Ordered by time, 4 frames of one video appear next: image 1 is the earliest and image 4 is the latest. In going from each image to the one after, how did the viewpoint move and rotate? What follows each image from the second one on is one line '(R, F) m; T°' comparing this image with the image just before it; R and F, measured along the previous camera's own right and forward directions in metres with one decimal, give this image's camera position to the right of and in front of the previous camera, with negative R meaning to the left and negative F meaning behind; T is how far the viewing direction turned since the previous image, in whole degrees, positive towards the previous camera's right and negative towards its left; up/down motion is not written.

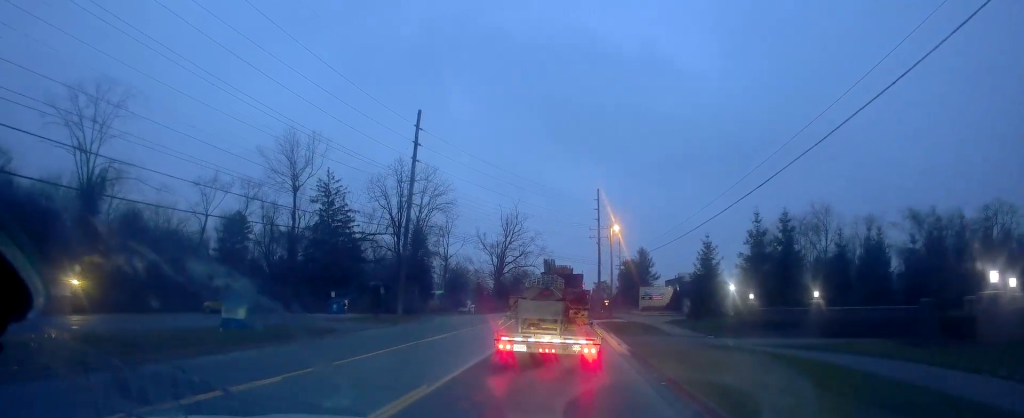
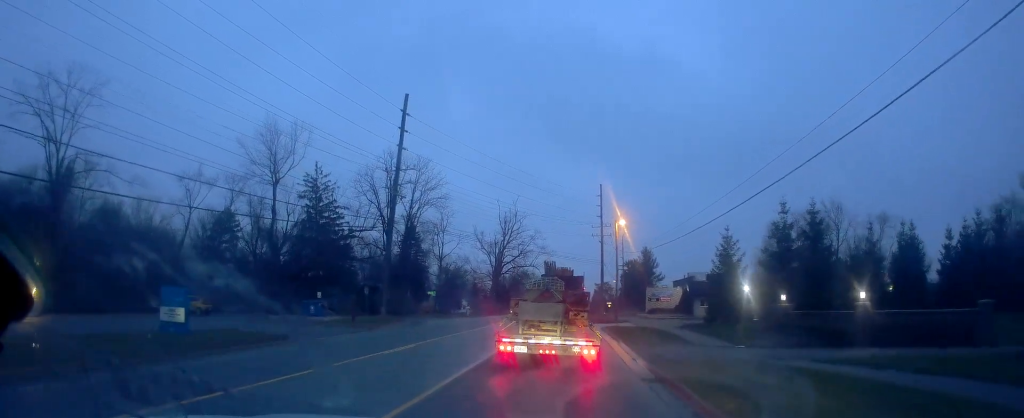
(0.0, +5.4) m; 0°
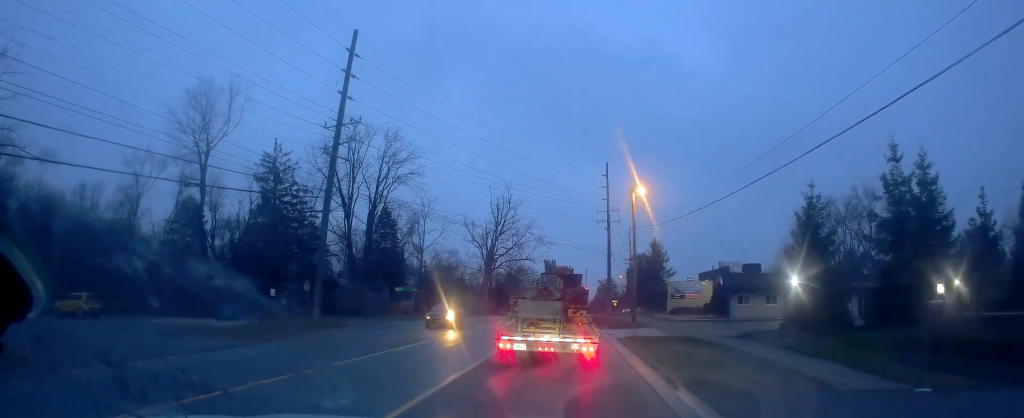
(0.0, +14.0) m; 0°
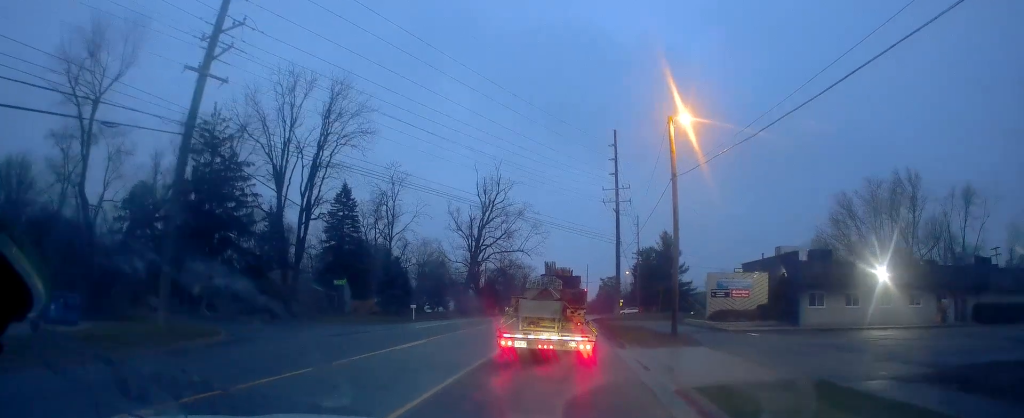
(0.0, +15.3) m; 0°
